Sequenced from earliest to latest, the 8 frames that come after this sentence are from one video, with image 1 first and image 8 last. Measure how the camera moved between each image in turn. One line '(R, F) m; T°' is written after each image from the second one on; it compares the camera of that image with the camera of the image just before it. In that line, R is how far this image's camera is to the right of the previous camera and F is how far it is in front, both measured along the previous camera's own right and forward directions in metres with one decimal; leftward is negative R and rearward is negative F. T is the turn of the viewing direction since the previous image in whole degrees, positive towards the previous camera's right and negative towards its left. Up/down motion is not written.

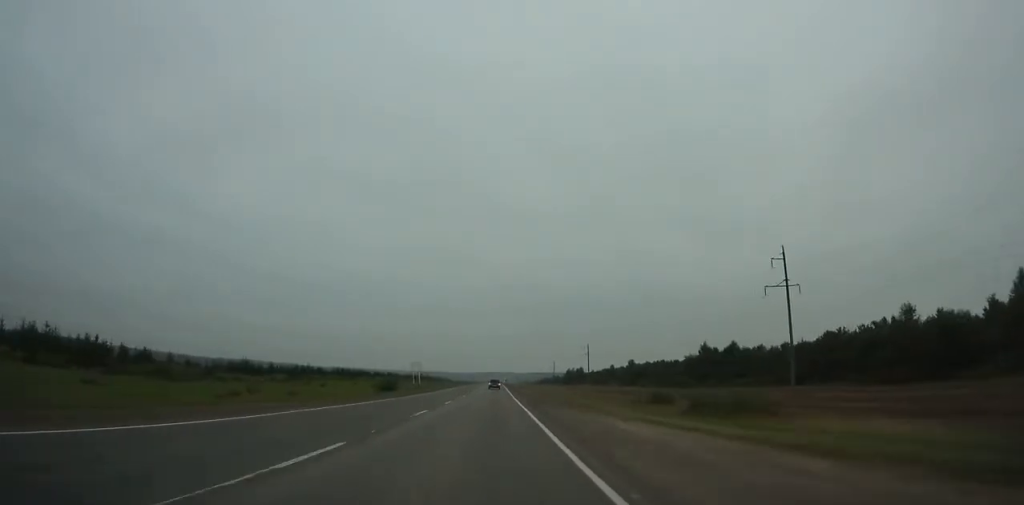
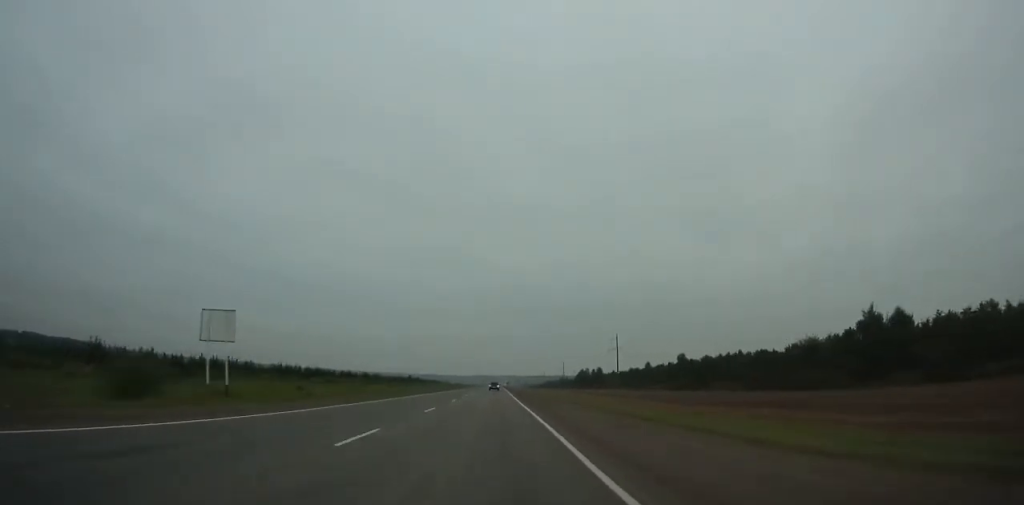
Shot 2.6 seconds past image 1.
(0.0, +69.9) m; 0°
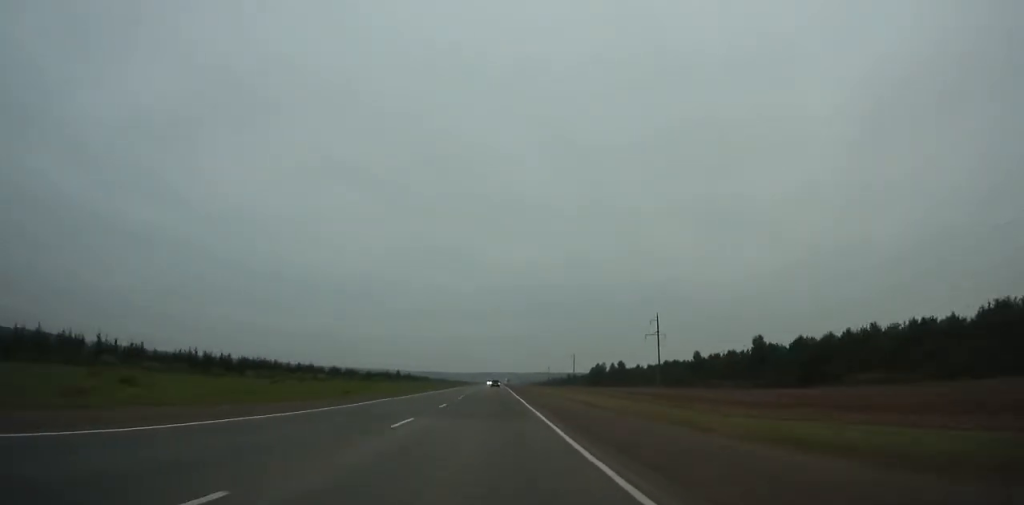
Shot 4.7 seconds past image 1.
(0.0, +56.1) m; 0°
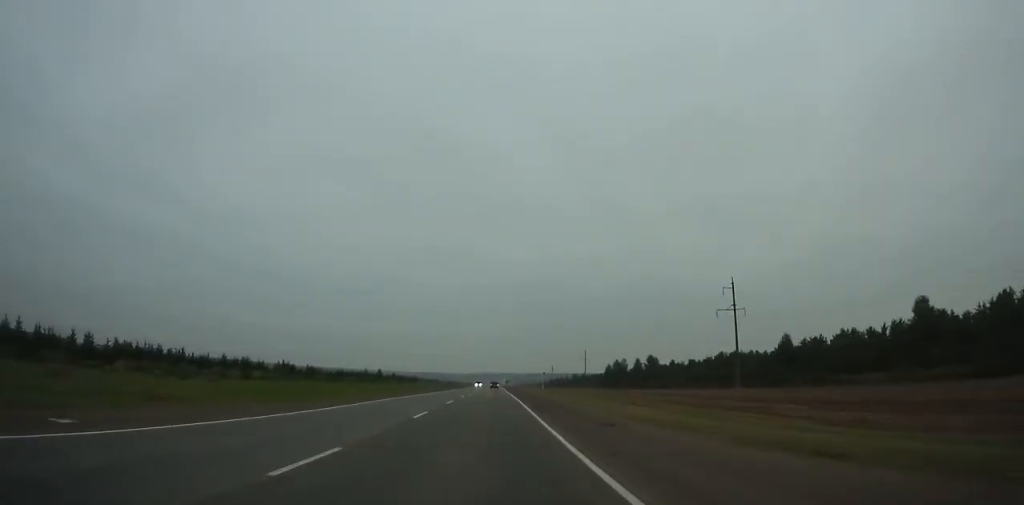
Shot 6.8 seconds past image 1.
(0.0, +55.9) m; 0°
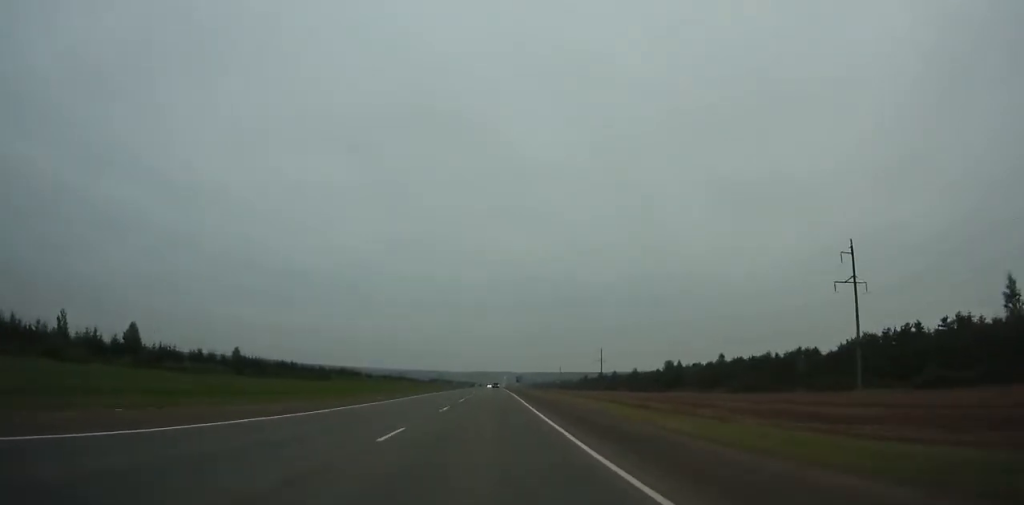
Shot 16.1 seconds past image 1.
(+0.1, +243.7) m; 0°
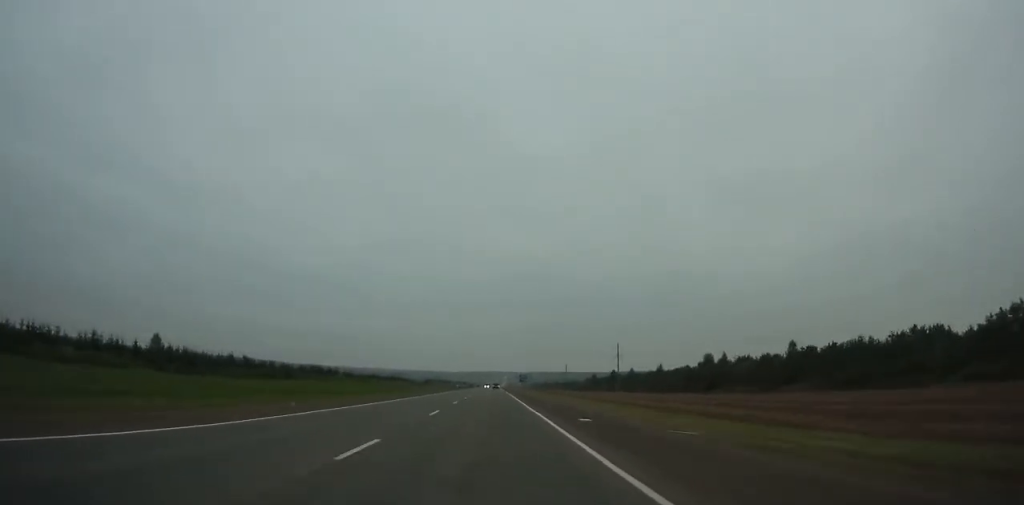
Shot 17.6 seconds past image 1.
(0.0, +39.2) m; 0°
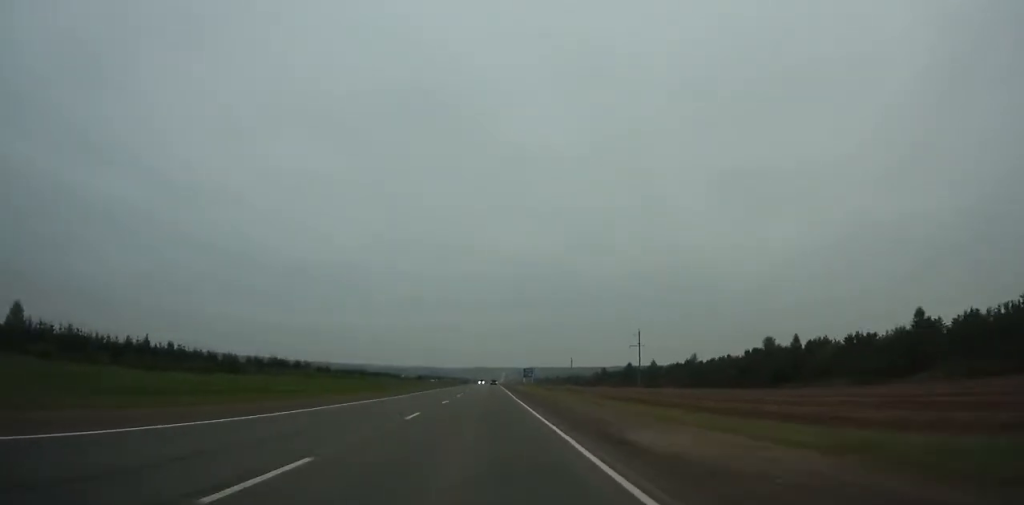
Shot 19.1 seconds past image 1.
(+0.1, +39.1) m; 0°
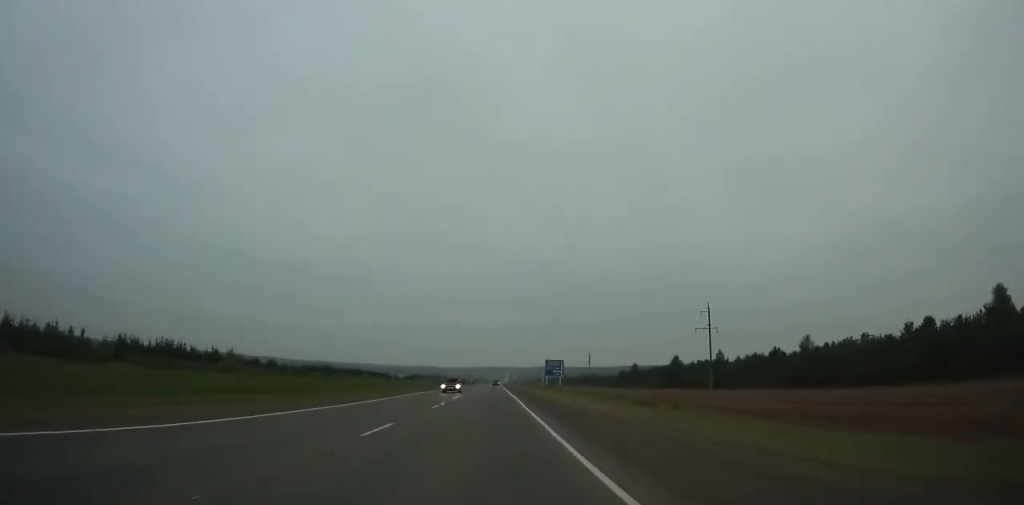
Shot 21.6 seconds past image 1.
(+0.1, +65.2) m; 0°
